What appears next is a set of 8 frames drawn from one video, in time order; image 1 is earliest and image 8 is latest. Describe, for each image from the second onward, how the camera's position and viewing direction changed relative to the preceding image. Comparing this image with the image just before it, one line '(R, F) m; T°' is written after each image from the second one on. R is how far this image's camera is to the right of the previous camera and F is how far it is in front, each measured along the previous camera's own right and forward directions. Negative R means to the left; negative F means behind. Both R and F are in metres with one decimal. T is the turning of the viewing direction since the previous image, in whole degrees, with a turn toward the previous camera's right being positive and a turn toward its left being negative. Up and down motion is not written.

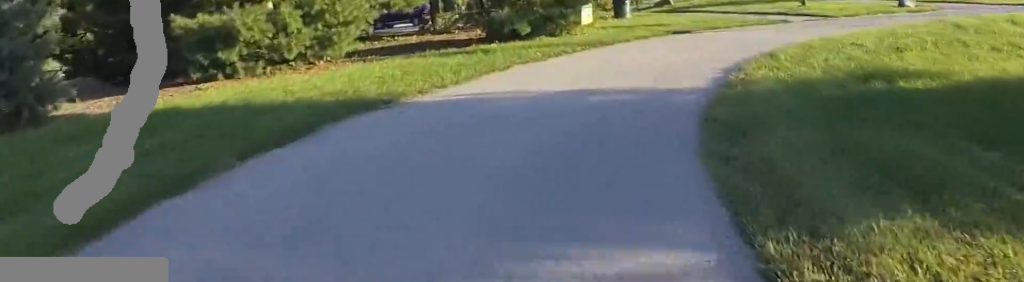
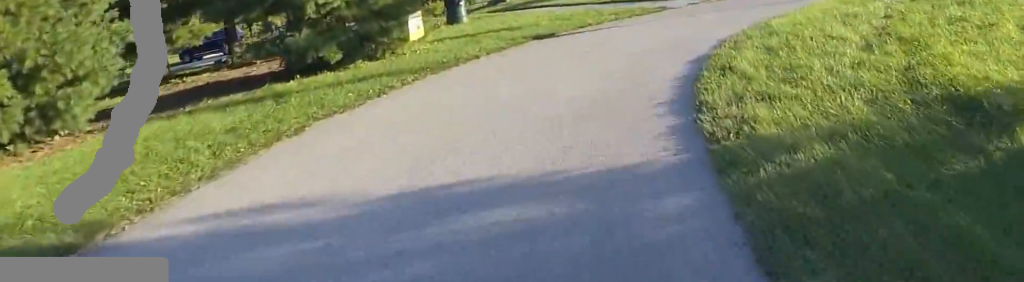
(+0.7, +3.8) m; +18°
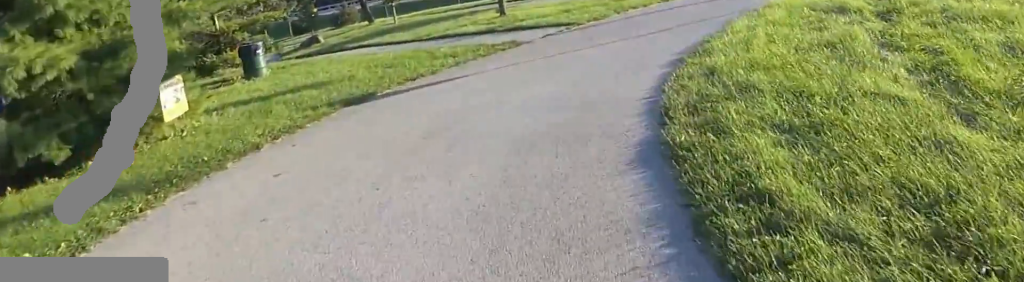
(+0.6, +3.1) m; +15°
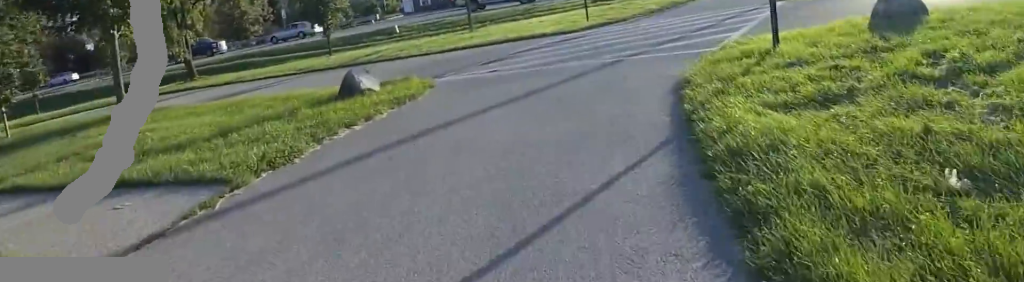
(+1.4, +6.2) m; +23°
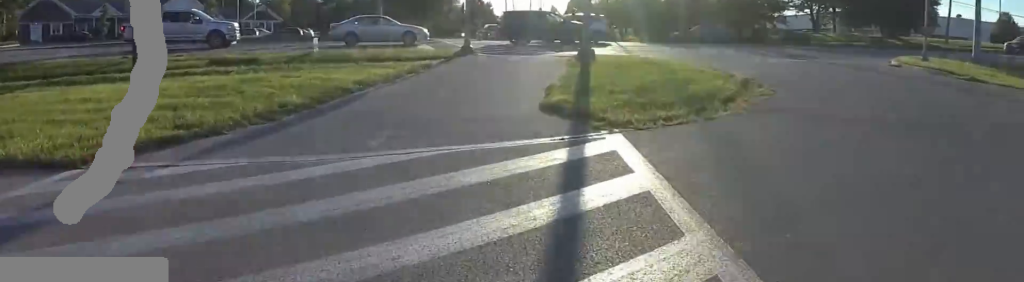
(+2.9, +9.6) m; +22°
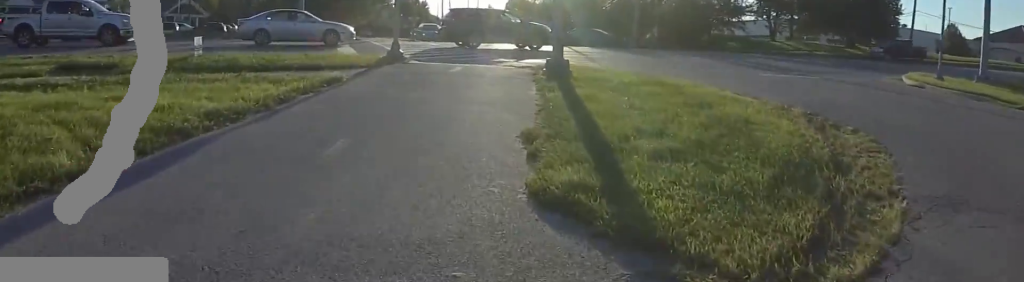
(+0.1, +4.4) m; +12°
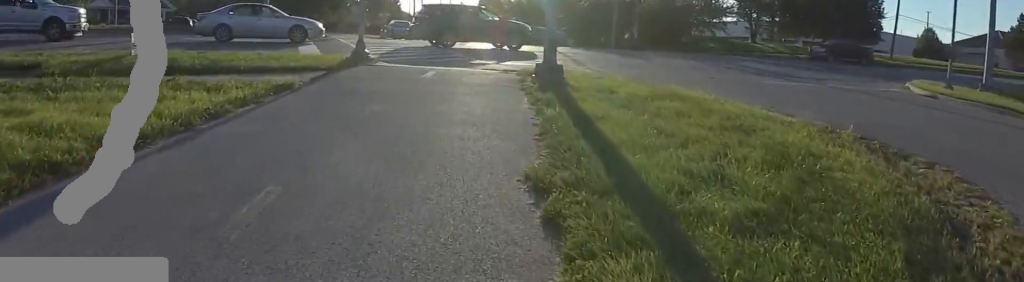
(+0.2, +1.8) m; +7°
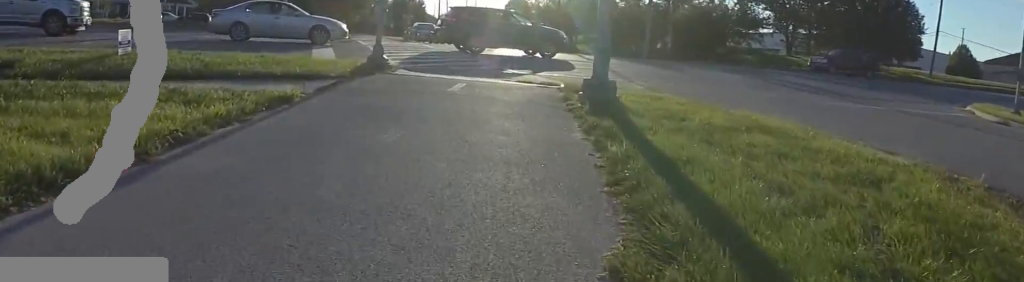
(+0.1, +1.6) m; 0°
